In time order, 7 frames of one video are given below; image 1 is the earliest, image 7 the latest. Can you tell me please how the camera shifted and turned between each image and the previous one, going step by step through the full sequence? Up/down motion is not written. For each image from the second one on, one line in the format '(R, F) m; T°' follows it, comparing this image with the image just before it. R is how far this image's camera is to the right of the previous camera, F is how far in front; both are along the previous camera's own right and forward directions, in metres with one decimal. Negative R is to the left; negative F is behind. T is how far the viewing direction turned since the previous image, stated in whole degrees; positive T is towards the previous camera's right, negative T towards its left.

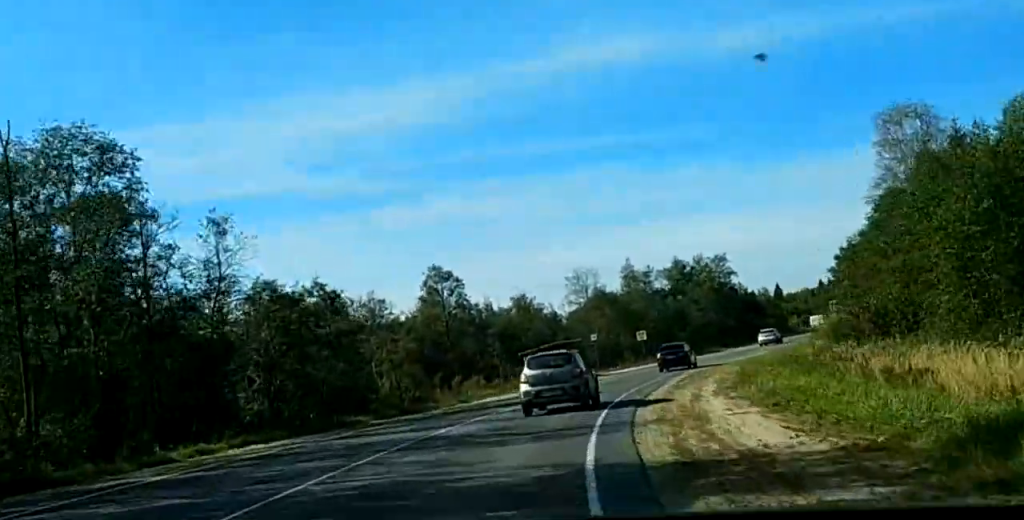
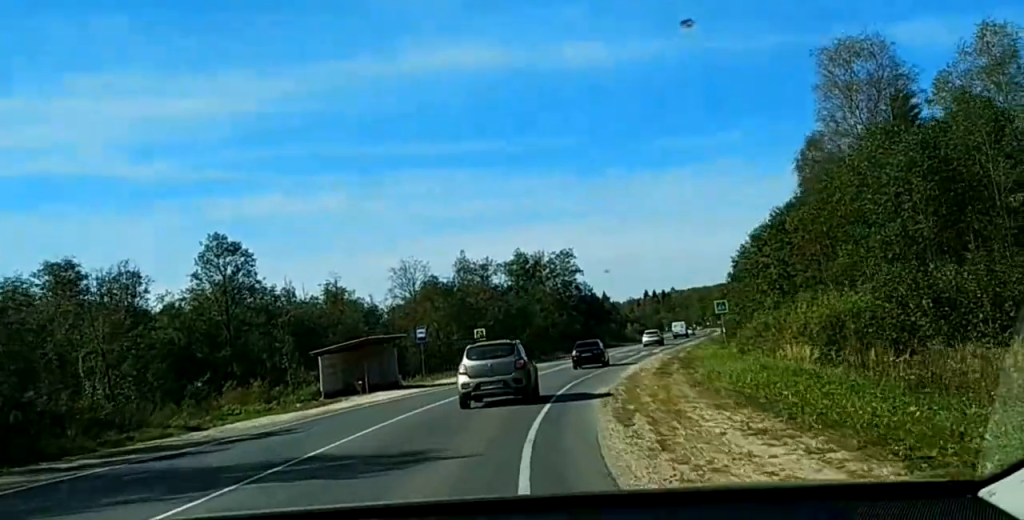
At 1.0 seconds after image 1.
(+1.2, +21.1) m; +5°
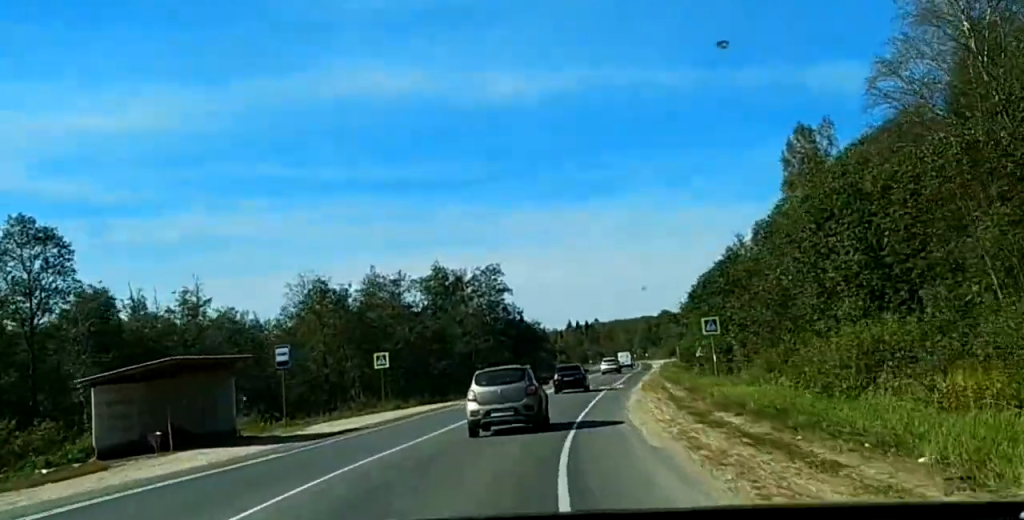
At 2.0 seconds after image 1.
(+0.7, +19.6) m; +4°
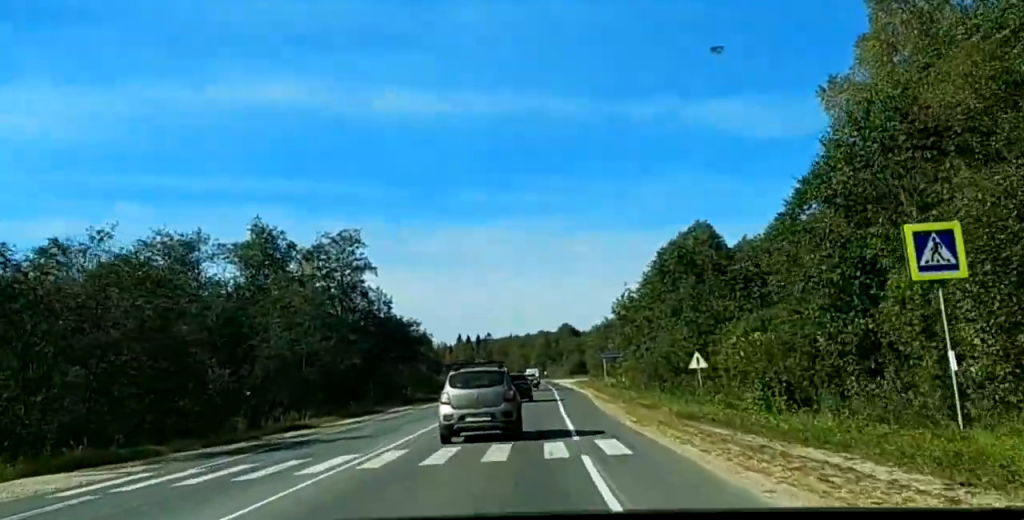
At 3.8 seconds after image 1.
(+2.2, +37.3) m; +5°
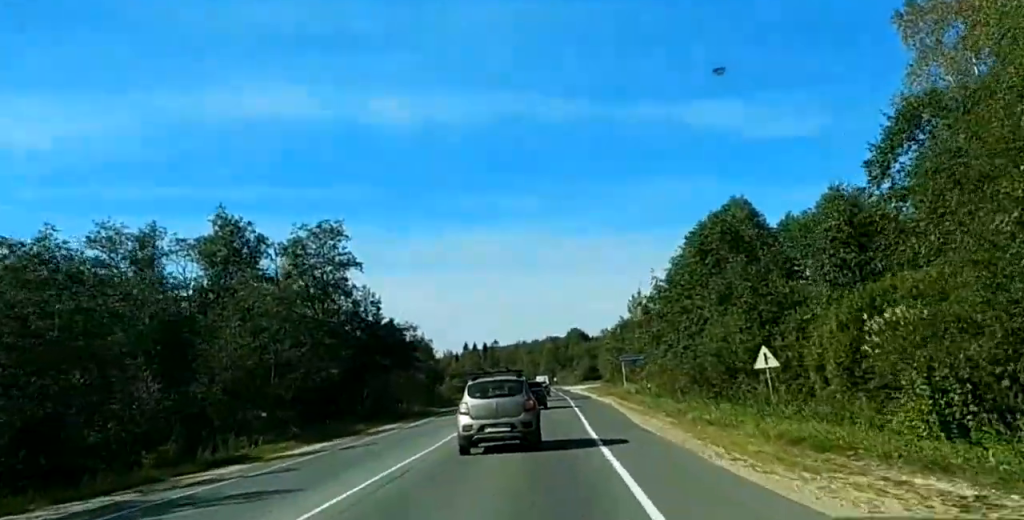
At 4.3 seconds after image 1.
(0.0, +10.6) m; 0°
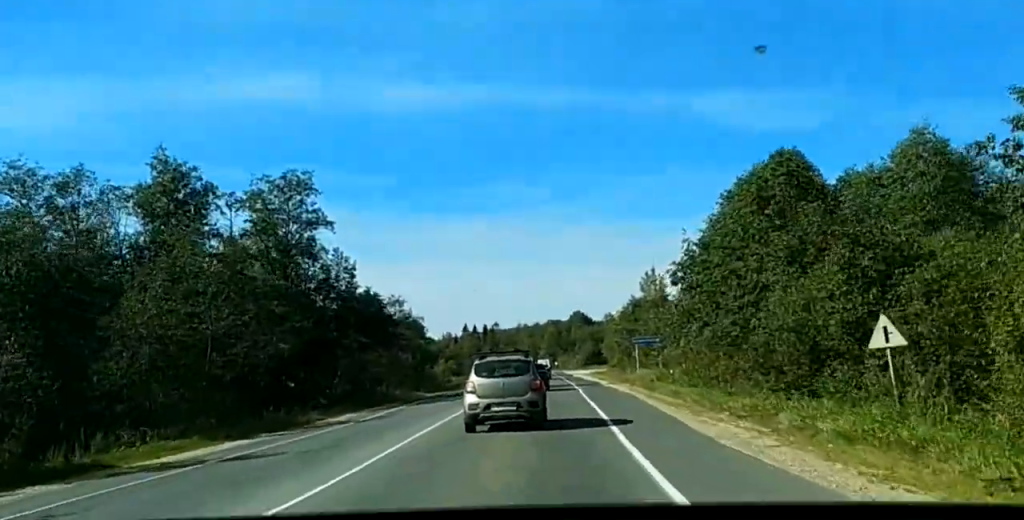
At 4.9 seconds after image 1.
(+0.1, +11.3) m; 0°
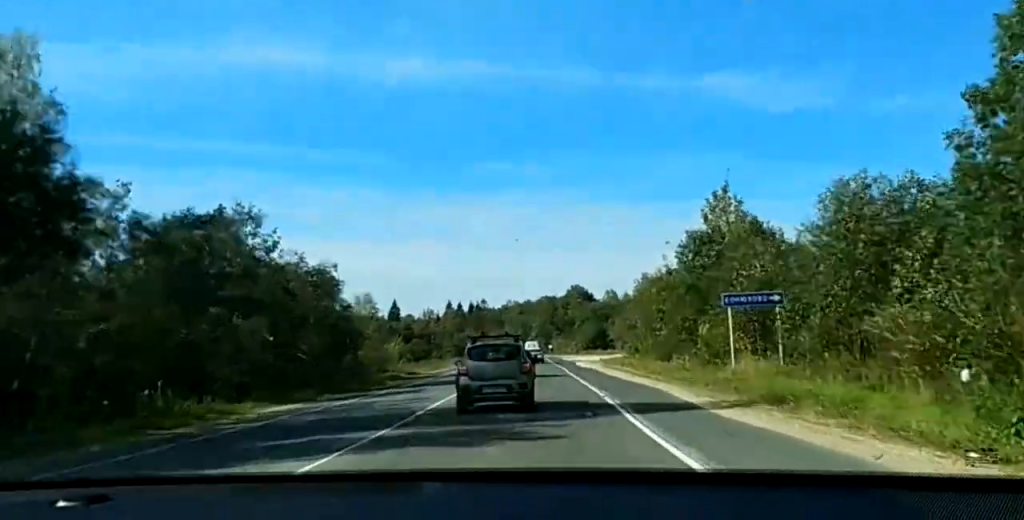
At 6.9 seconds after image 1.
(-0.7, +40.8) m; -2°
